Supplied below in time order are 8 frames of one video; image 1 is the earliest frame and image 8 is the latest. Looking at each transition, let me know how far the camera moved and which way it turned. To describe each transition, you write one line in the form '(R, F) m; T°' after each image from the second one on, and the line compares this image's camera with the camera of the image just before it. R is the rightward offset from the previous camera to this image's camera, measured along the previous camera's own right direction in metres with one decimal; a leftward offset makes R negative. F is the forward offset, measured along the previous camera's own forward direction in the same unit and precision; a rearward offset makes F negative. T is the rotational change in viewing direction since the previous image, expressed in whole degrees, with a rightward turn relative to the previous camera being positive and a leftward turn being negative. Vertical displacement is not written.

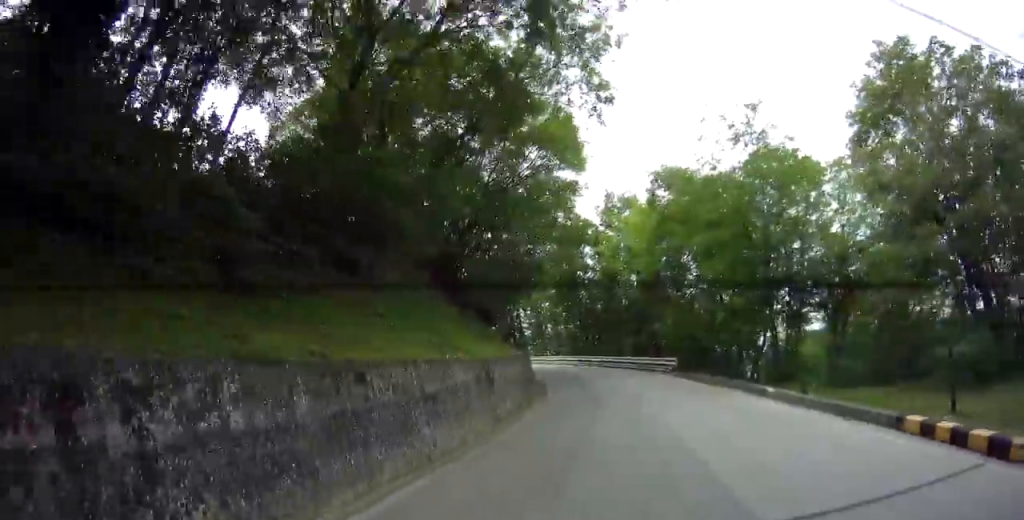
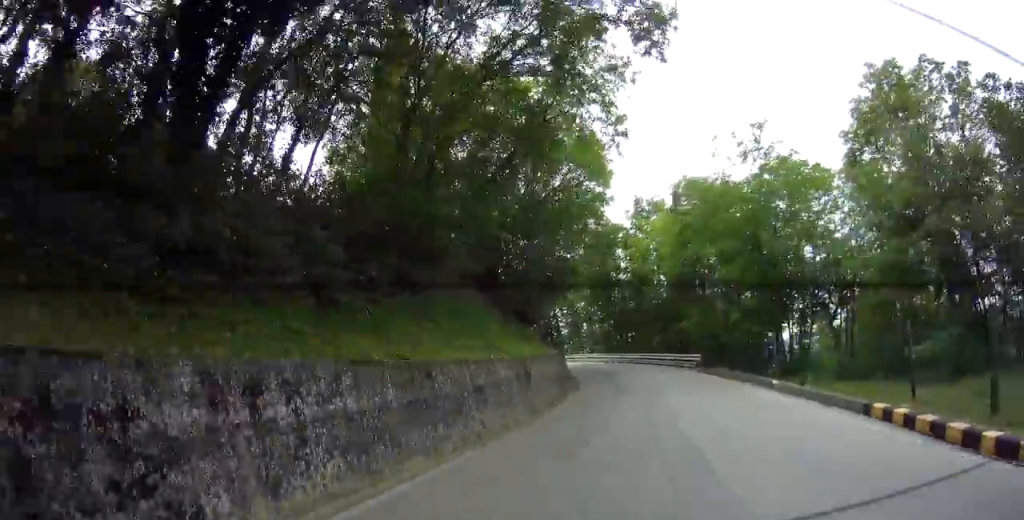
(+0.1, +1.7) m; +1°
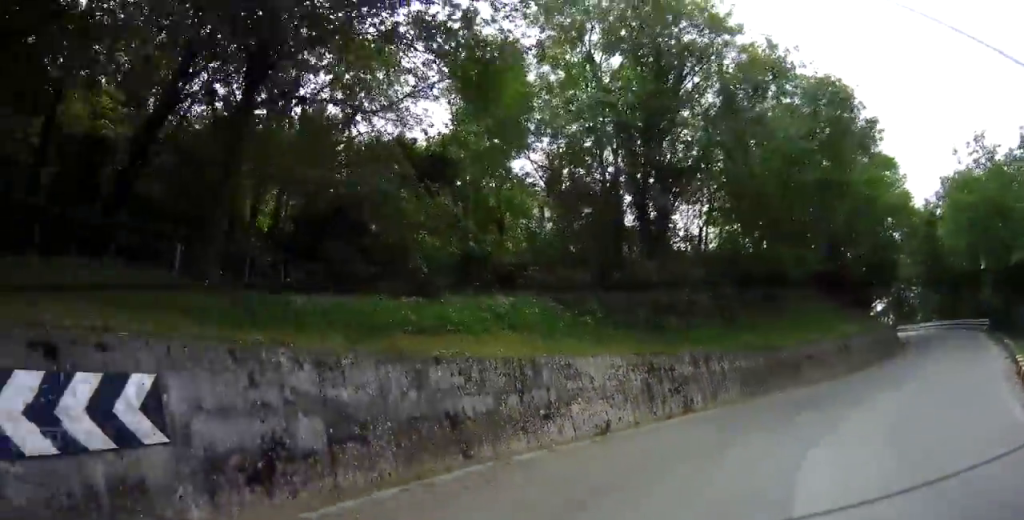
(-1.2, +7.3) m; -40°
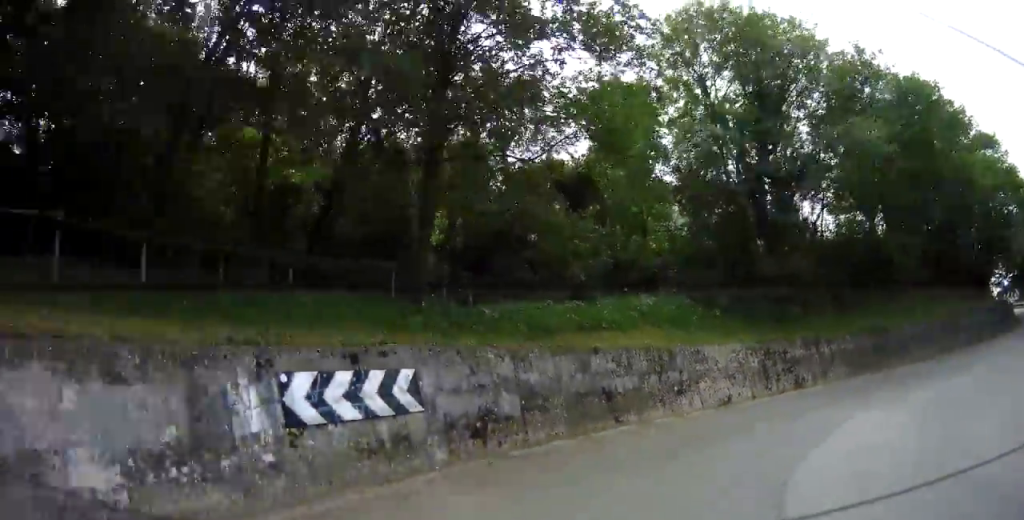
(+0.1, +2.1) m; -21°
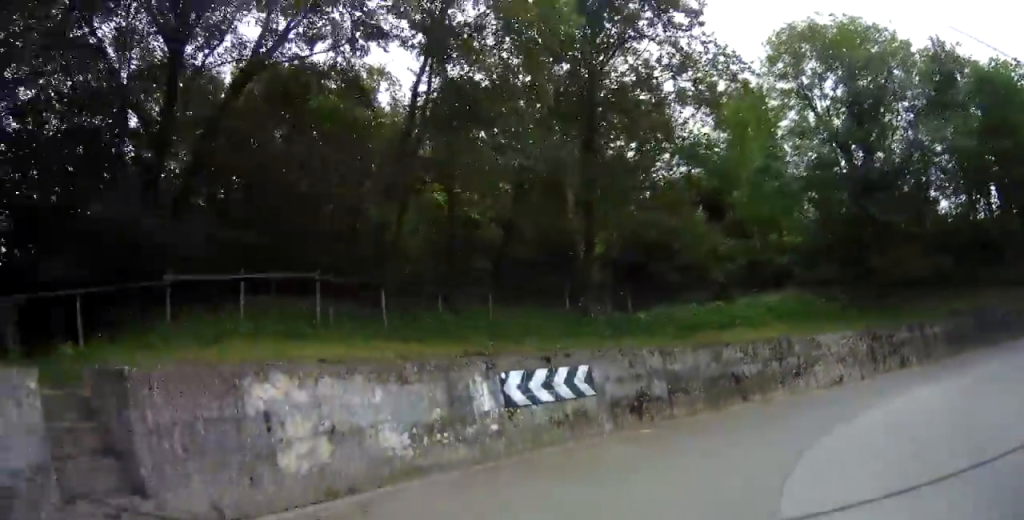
(-0.8, +2.2) m; -20°
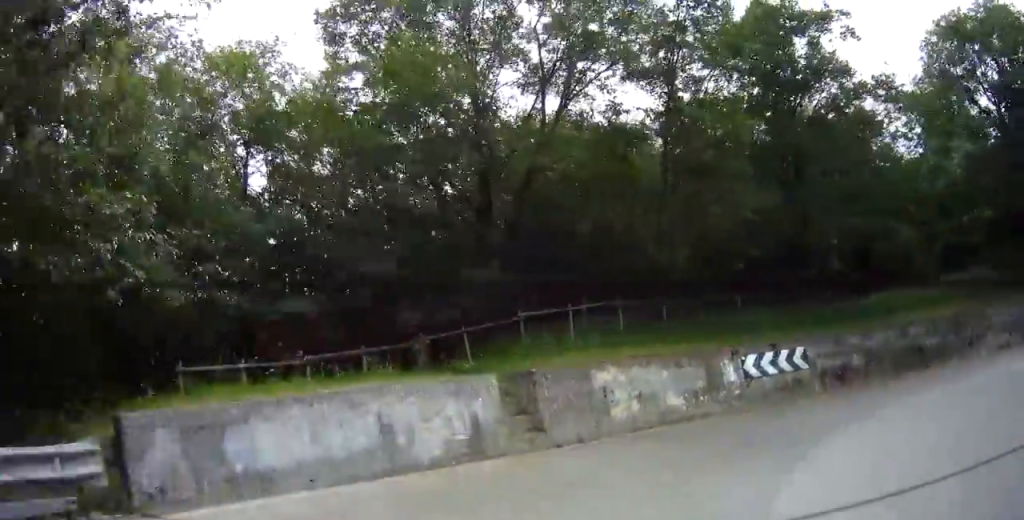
(-1.0, +3.6) m; -28°
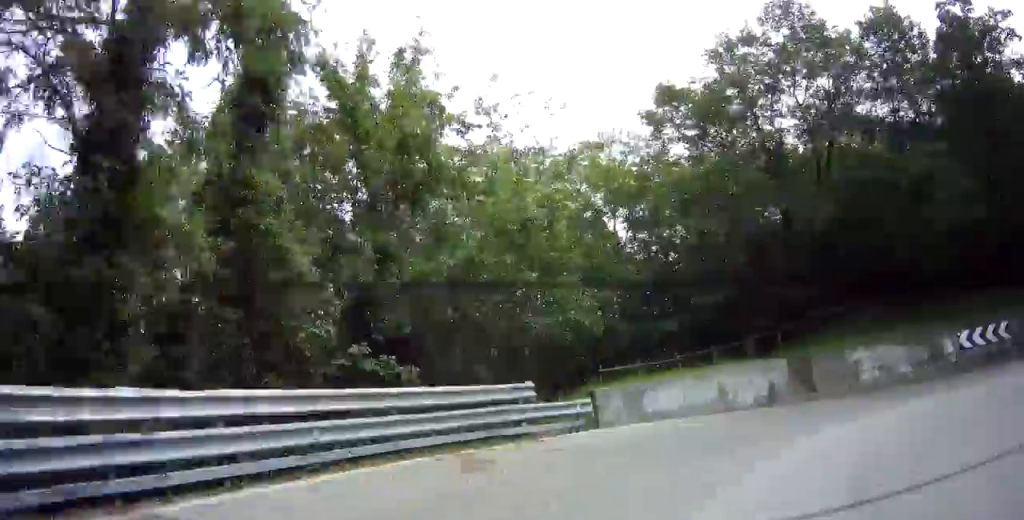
(-1.3, +5.3) m; -24°
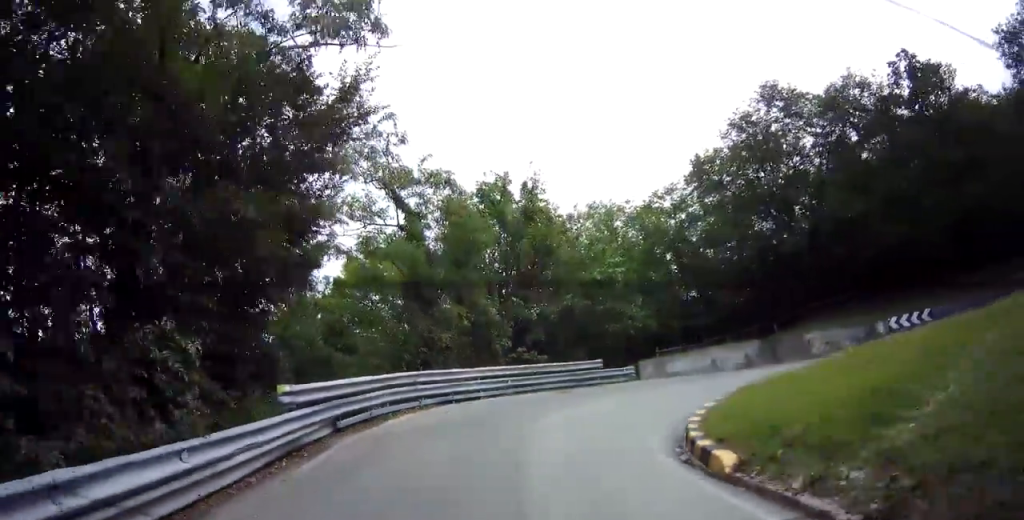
(-1.5, +10.4) m; -8°
